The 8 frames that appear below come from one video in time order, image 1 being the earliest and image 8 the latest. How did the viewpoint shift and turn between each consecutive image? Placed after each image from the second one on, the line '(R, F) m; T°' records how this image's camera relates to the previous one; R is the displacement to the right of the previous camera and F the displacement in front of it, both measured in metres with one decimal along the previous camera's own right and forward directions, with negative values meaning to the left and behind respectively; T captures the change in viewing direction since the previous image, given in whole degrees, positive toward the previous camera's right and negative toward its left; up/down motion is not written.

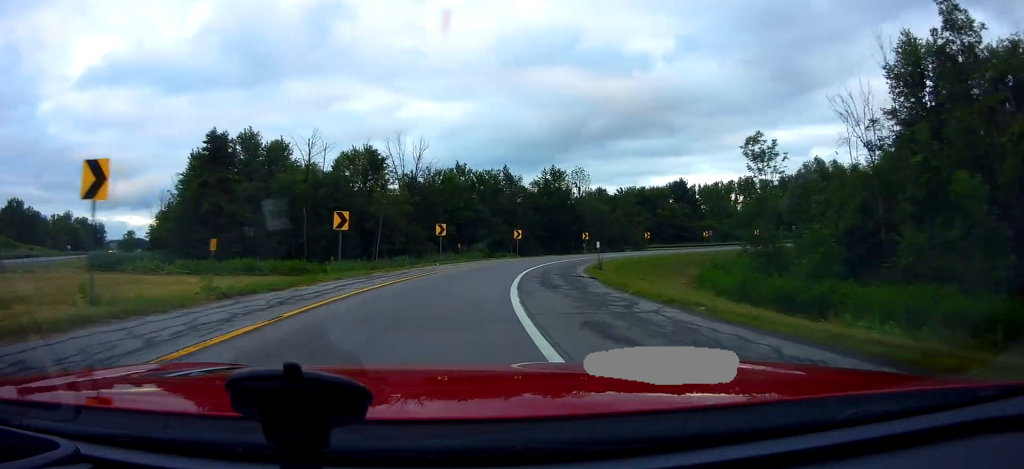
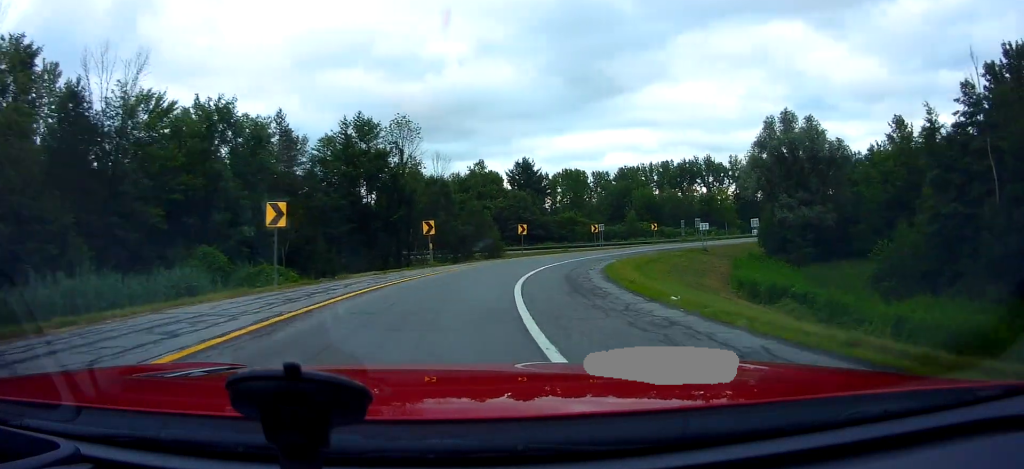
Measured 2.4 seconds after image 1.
(+7.8, +41.4) m; +20°
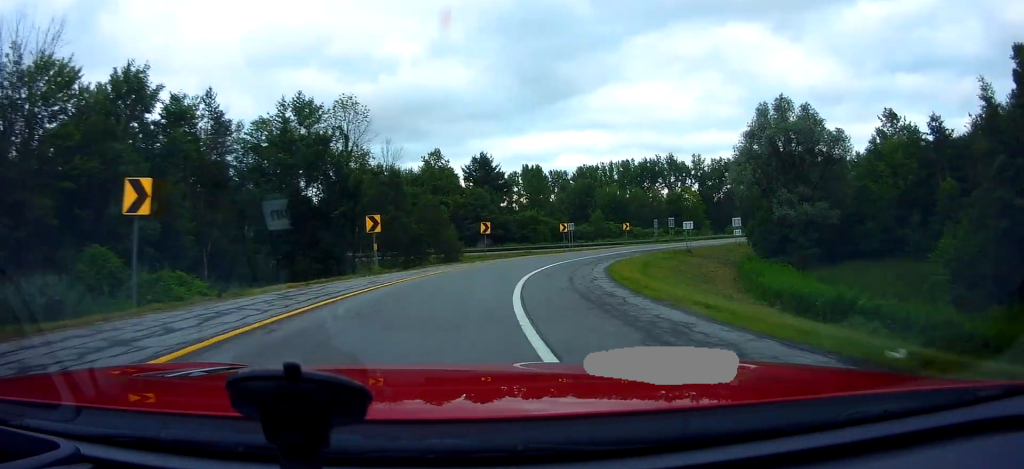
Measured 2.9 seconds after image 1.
(+0.4, +8.2) m; +3°
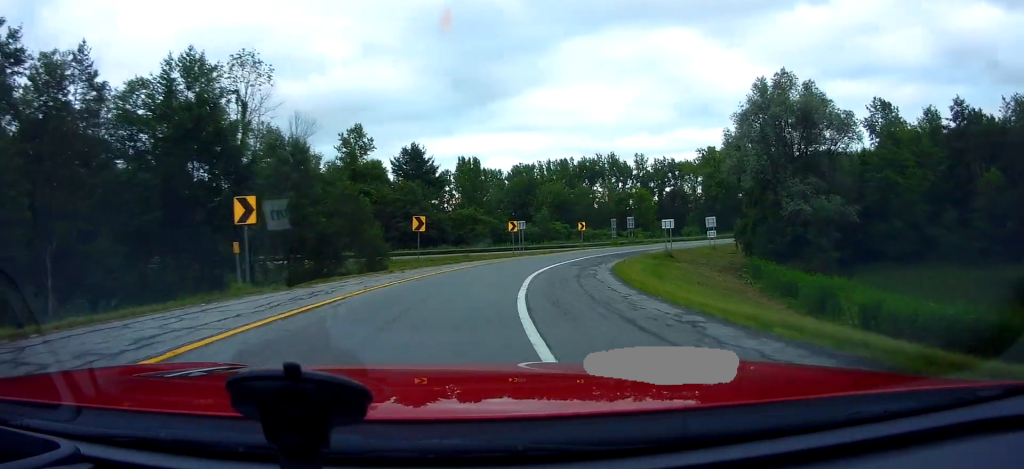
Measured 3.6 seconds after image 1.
(+0.5, +12.2) m; +6°
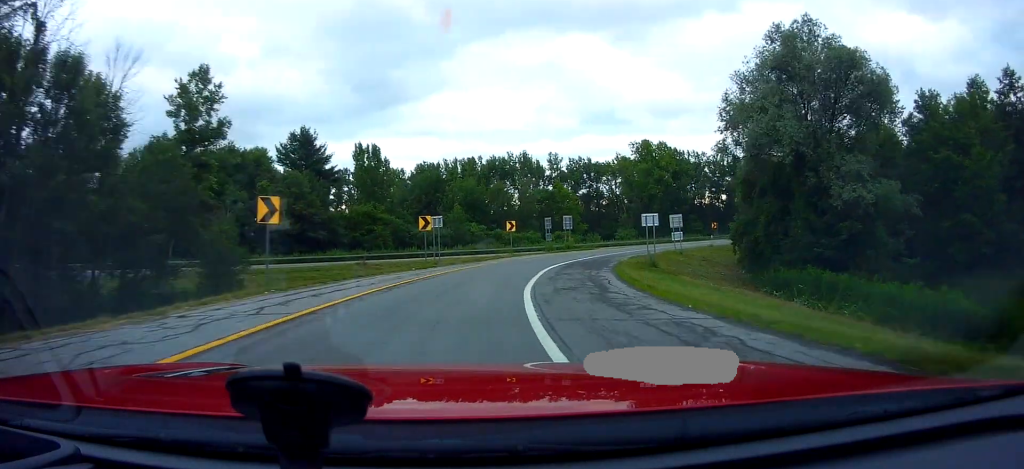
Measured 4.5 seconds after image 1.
(+1.1, +15.9) m; +10°
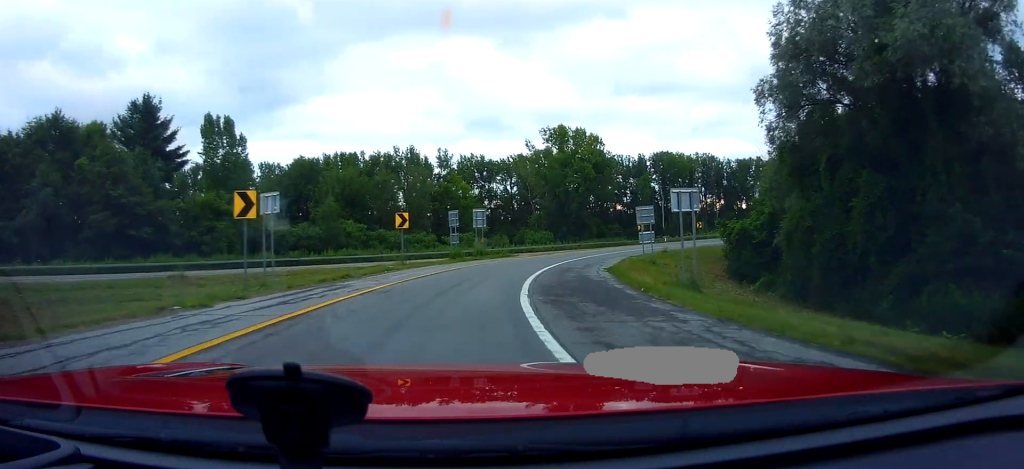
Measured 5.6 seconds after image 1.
(+2.0, +17.8) m; +10°
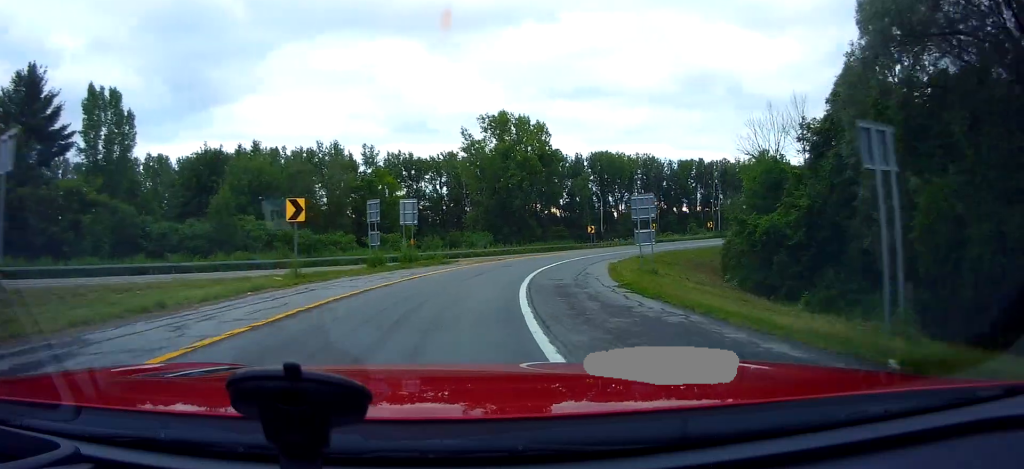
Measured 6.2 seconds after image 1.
(0.0, +11.2) m; +6°
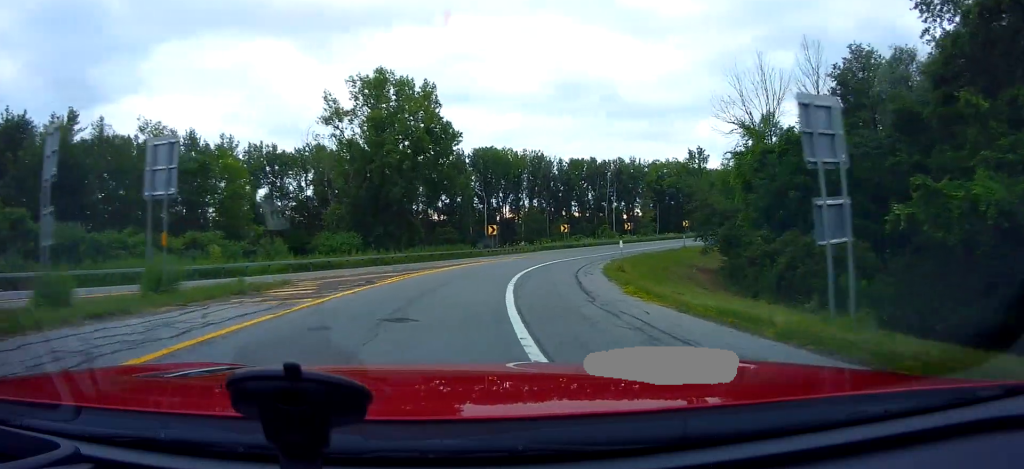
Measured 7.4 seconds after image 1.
(+2.6, +19.5) m; +15°
